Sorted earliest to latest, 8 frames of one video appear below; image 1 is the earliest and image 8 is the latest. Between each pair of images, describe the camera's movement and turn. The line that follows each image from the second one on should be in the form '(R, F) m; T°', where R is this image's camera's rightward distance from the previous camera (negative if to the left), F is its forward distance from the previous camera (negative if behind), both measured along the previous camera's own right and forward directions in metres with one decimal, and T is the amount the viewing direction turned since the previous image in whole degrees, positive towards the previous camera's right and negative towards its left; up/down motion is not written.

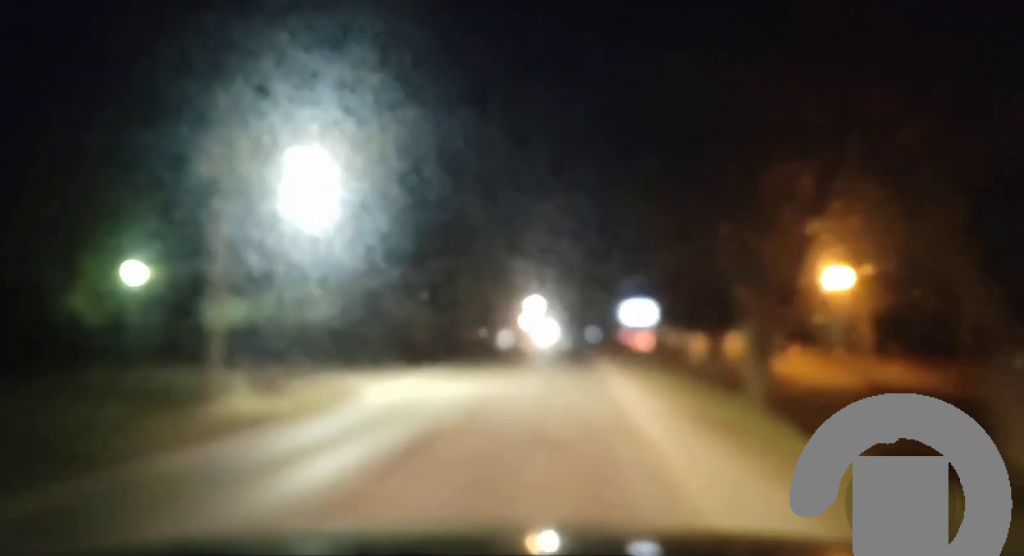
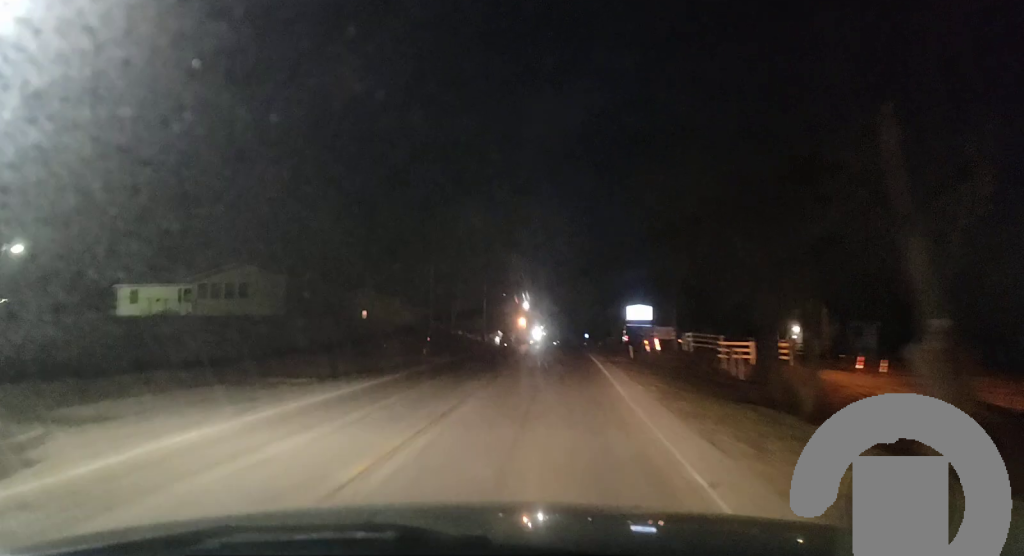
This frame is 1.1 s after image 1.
(0.0, +18.1) m; 0°
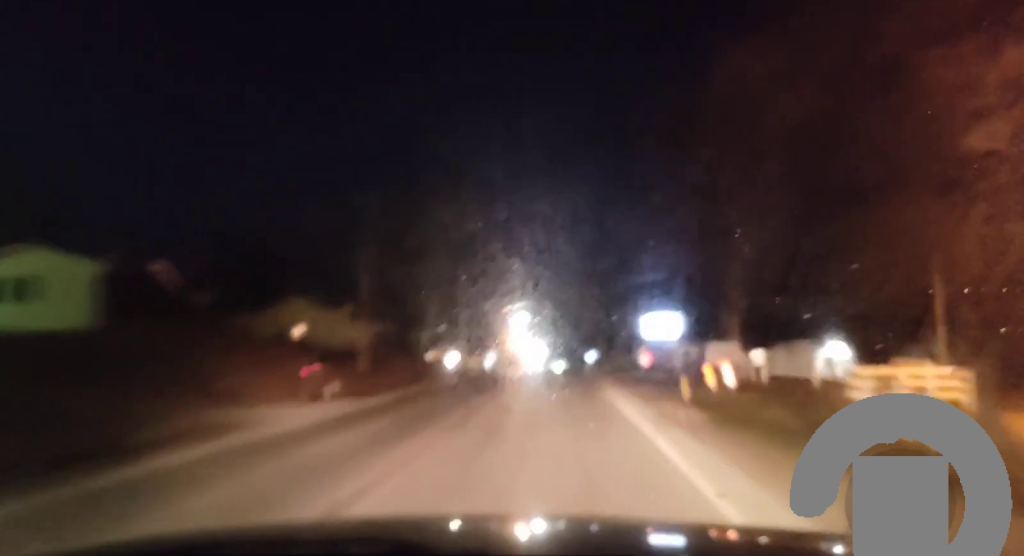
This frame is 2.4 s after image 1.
(-0.1, +22.8) m; 0°
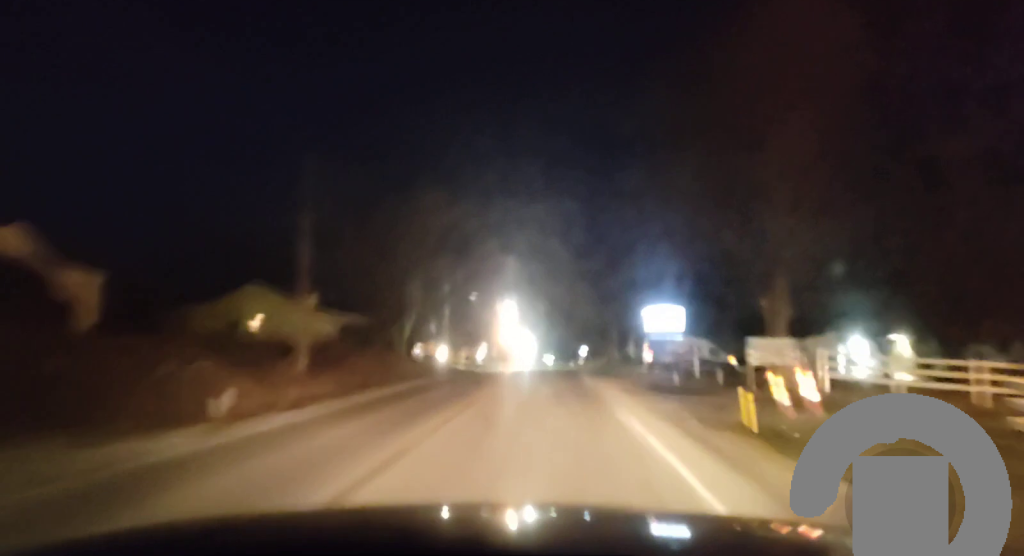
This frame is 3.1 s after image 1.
(-0.1, +11.9) m; 0°
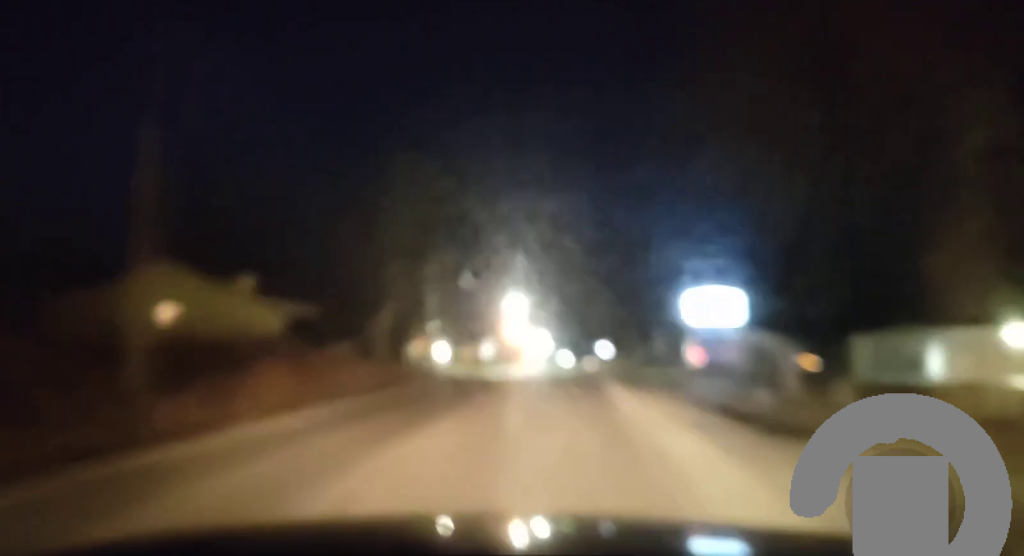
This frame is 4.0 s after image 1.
(+0.1, +13.8) m; 0°
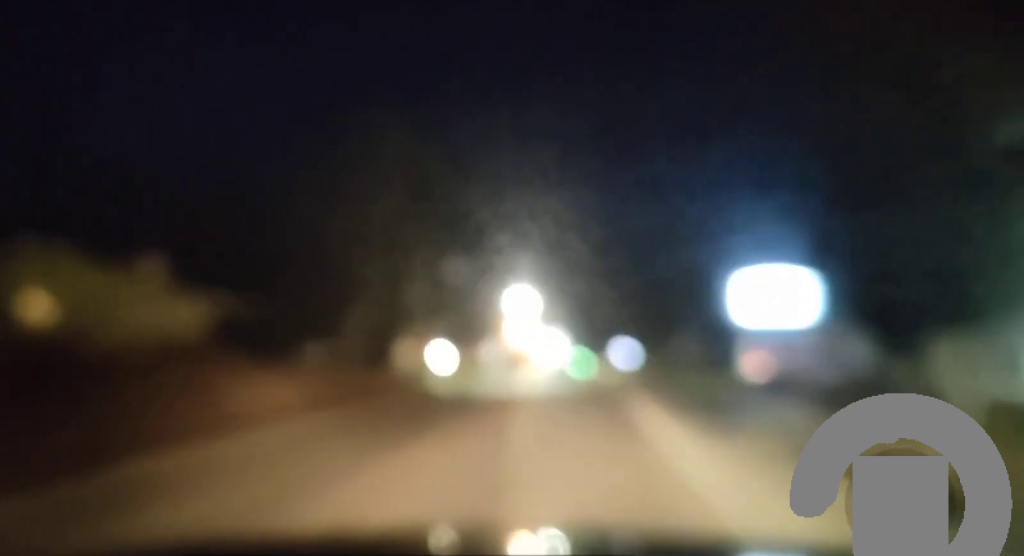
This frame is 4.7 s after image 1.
(0.0, +12.0) m; 0°
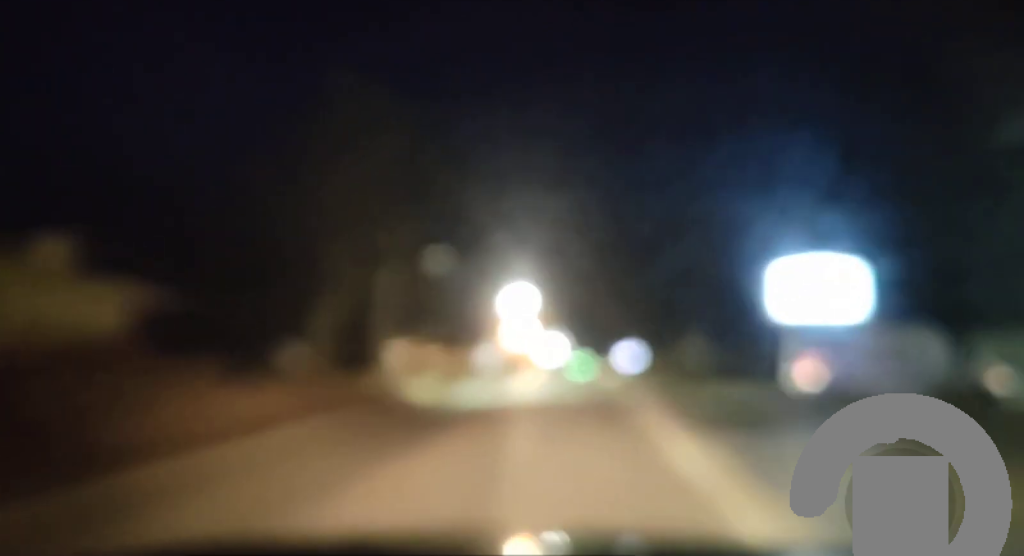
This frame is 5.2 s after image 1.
(0.0, +9.2) m; 0°
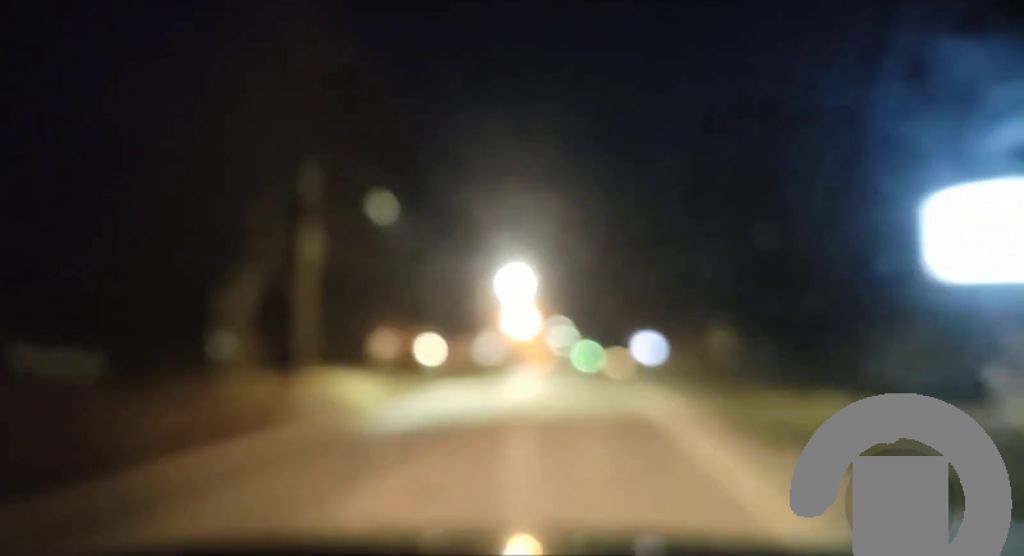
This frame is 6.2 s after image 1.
(-0.2, +16.4) m; 0°
